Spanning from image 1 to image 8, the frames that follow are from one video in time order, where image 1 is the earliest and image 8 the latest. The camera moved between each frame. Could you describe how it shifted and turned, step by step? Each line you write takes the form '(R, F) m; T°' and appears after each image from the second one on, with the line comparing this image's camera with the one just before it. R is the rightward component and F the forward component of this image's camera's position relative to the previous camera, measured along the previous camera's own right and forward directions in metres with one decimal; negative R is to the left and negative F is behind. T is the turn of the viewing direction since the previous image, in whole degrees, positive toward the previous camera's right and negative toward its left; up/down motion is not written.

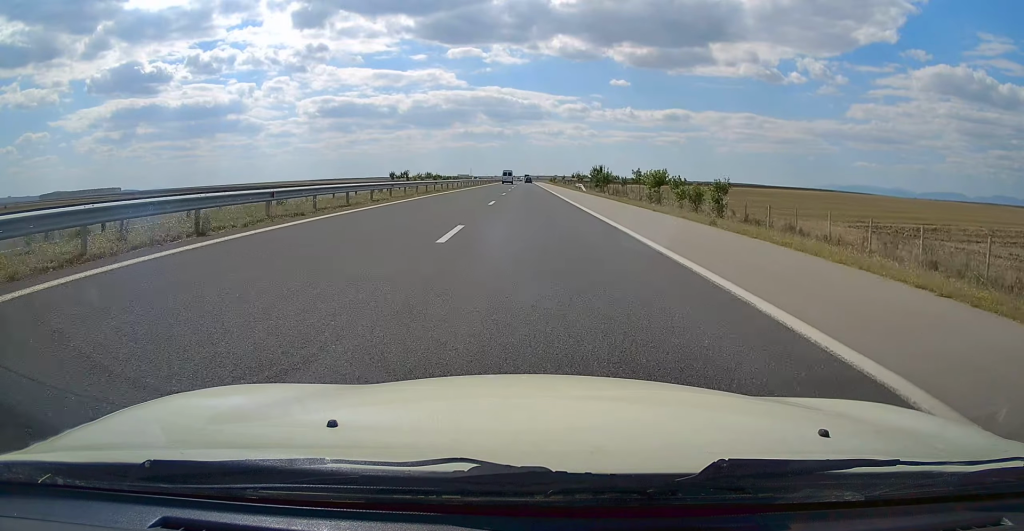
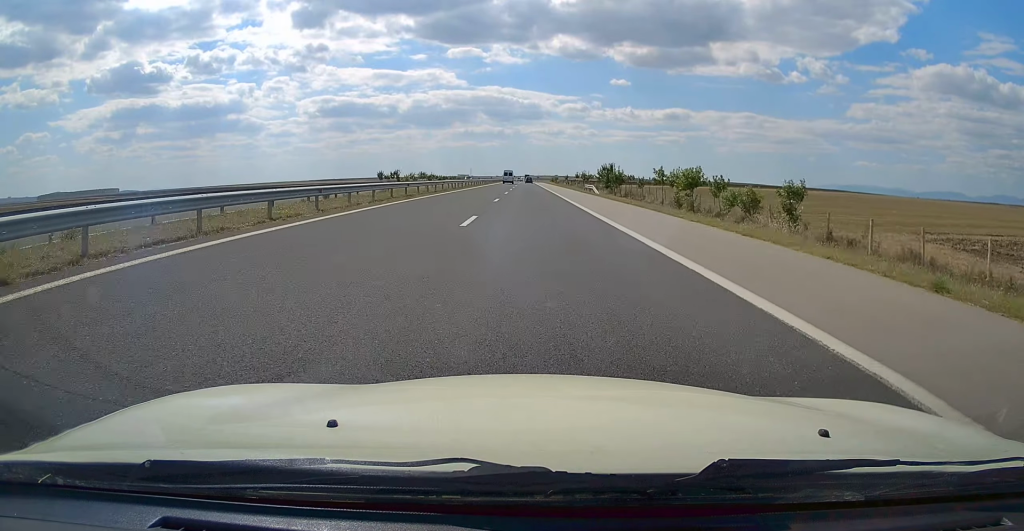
(-0.1, +11.9) m; 0°
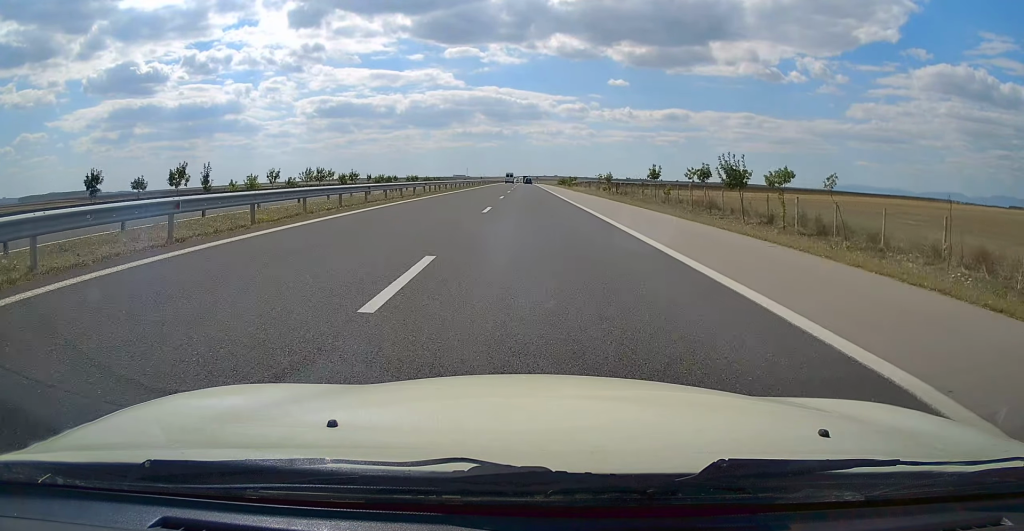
(0.0, +89.2) m; -1°
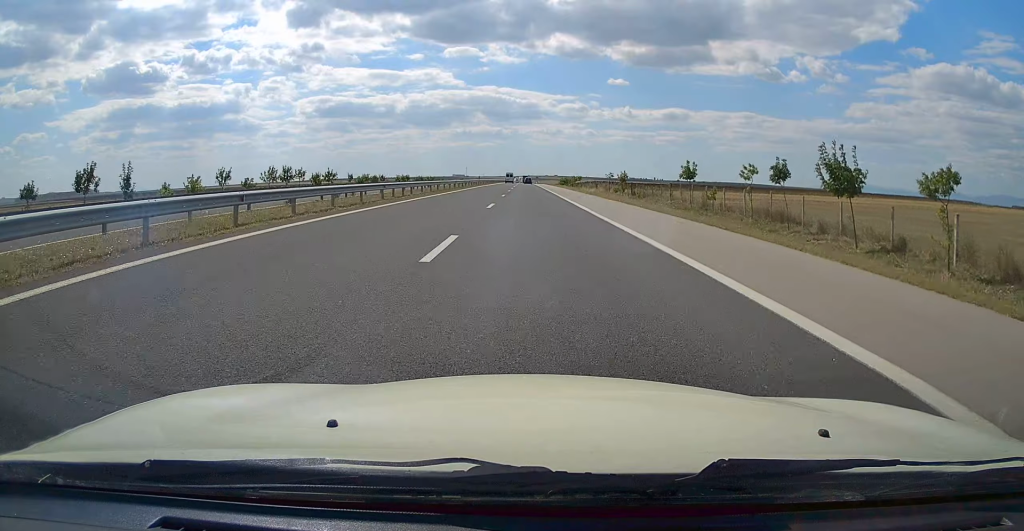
(0.0, +12.8) m; 0°
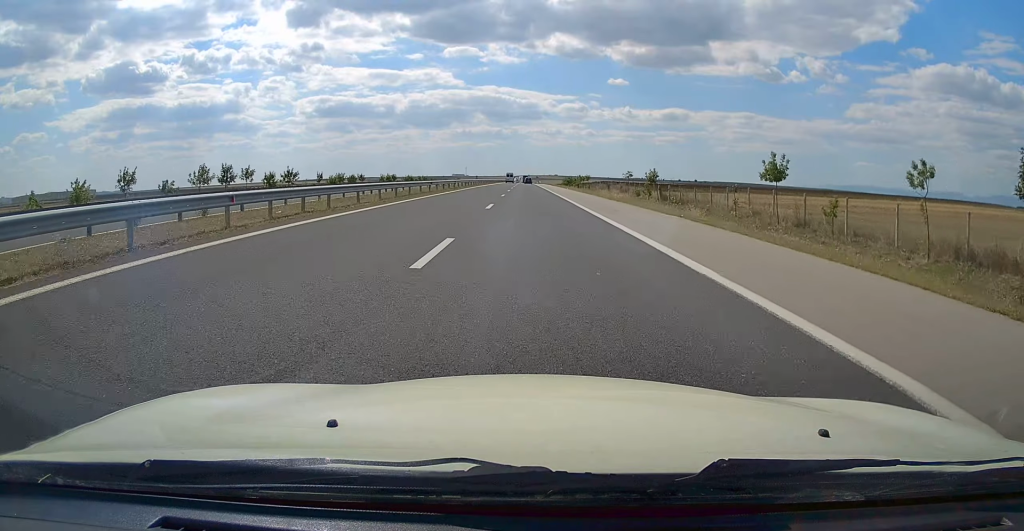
(-0.1, +16.4) m; +1°
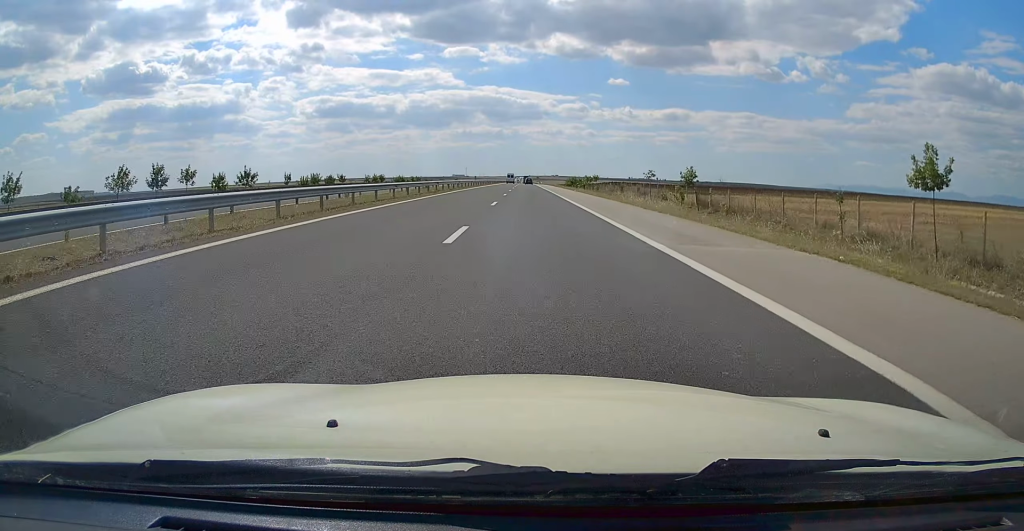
(+0.2, +12.7) m; 0°
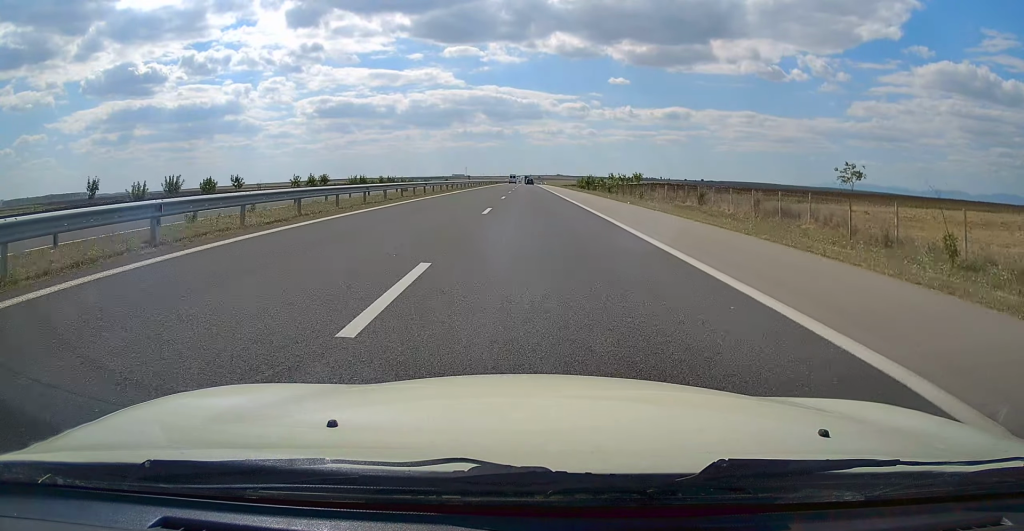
(-0.2, +38.2) m; -1°
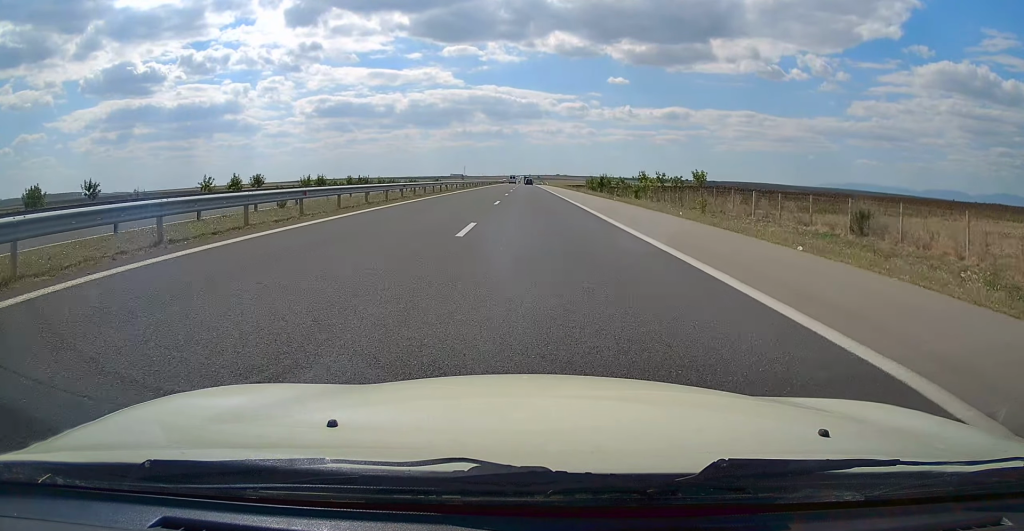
(0.0, +23.7) m; +1°
